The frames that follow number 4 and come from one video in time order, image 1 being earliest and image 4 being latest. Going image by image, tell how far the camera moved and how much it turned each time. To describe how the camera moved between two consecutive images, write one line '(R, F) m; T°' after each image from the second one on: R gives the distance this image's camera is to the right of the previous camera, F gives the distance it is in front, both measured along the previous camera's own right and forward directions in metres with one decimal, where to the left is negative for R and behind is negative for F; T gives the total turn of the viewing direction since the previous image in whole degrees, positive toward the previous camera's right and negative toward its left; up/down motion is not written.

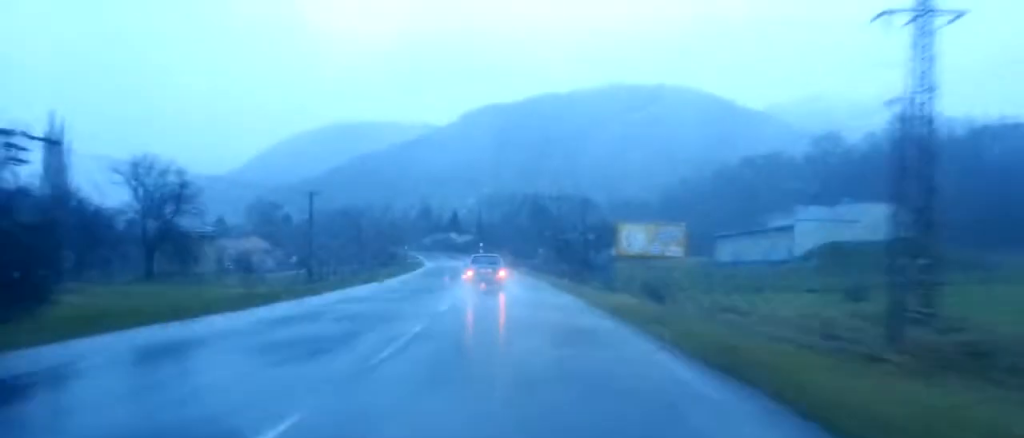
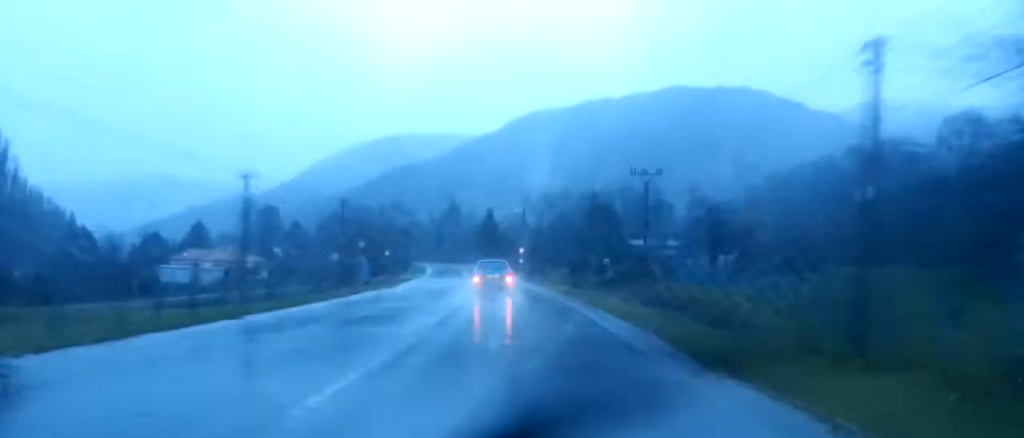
(-2.2, +49.6) m; -5°
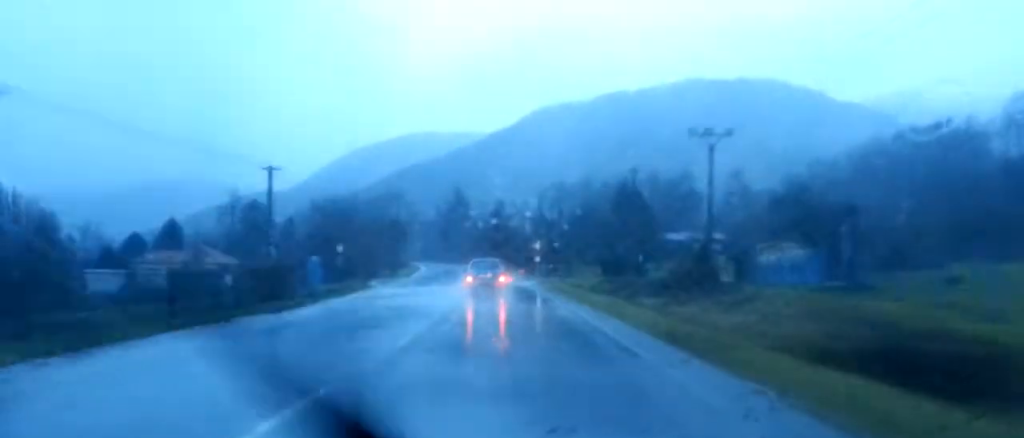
(-0.8, +21.4) m; -2°
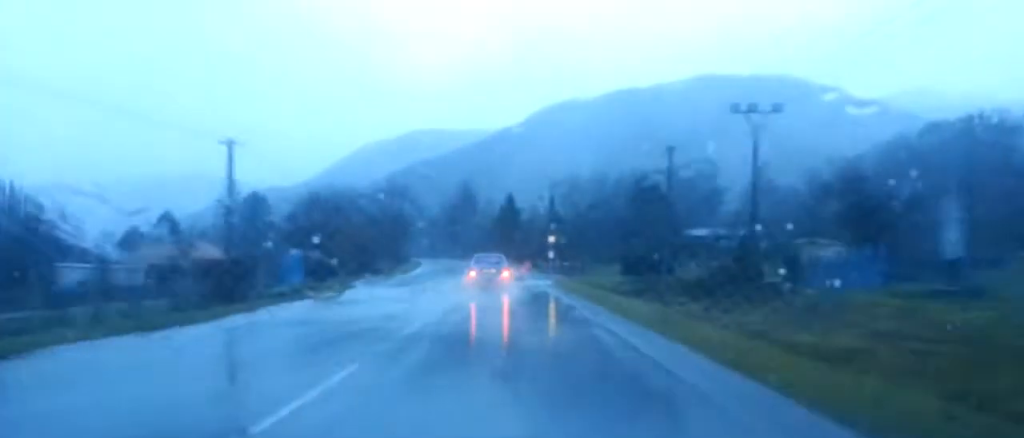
(+0.2, +7.6) m; +1°
